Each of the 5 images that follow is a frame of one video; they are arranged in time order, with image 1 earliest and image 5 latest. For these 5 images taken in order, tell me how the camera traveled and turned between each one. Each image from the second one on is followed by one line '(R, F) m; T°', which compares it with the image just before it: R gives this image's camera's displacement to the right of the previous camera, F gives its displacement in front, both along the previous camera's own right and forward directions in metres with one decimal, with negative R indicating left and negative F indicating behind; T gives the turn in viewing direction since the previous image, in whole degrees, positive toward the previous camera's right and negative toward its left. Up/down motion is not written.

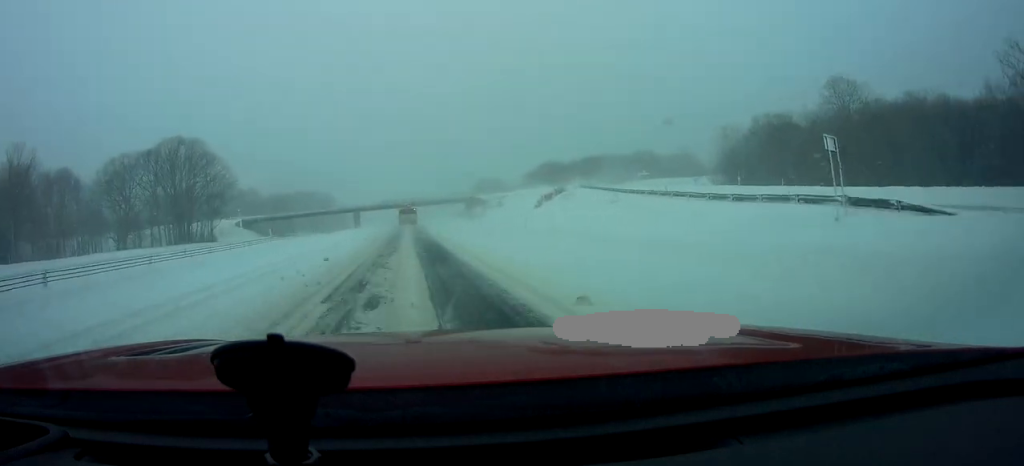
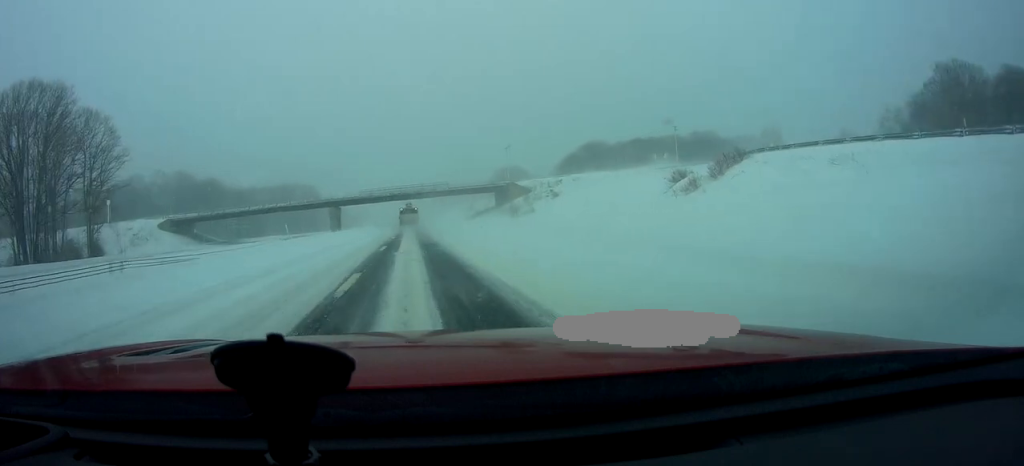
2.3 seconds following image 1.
(+0.2, +56.3) m; 0°
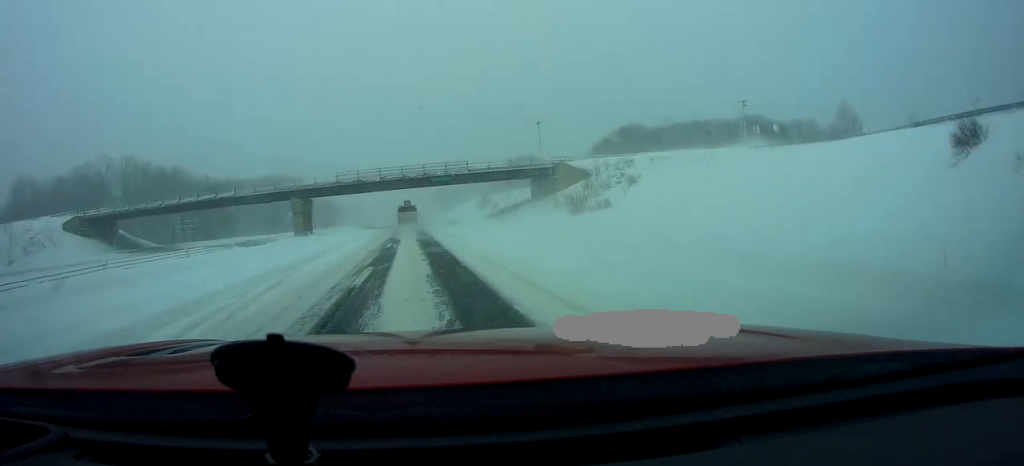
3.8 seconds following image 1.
(-0.3, +35.6) m; 0°
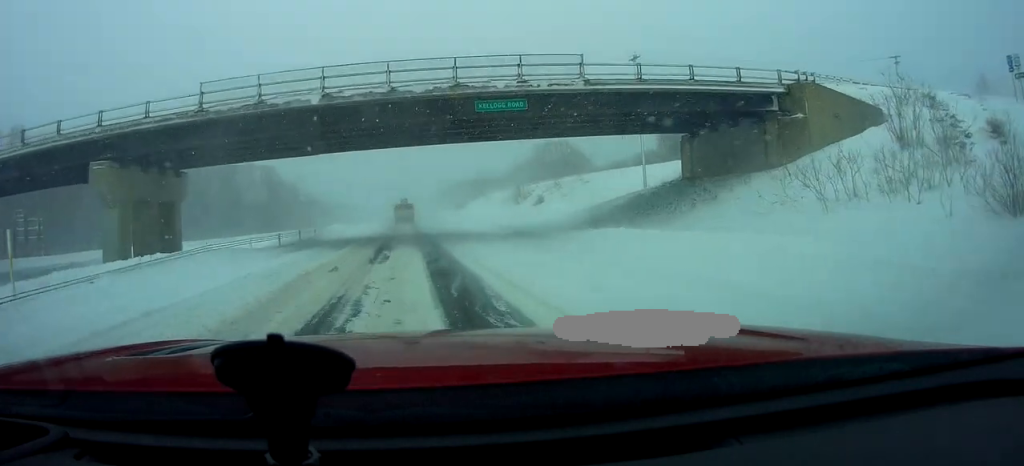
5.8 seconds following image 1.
(+0.4, +49.2) m; -1°
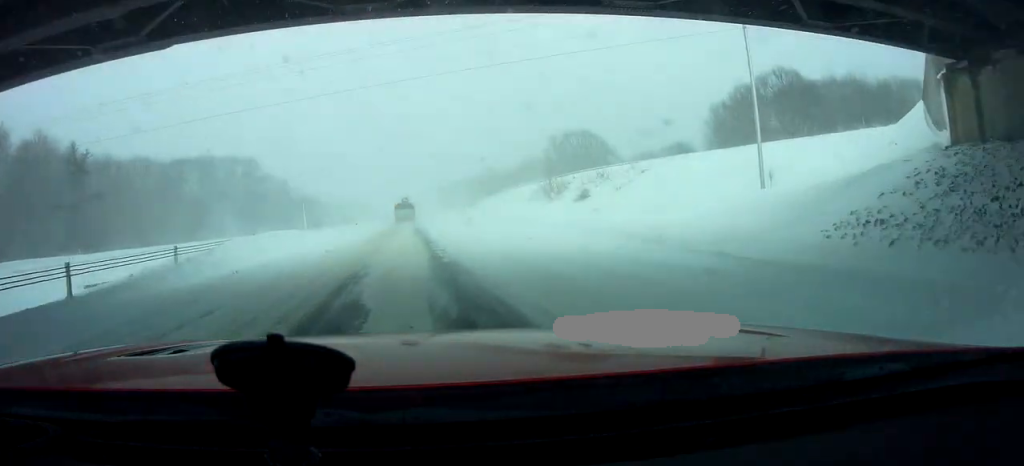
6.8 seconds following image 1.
(-0.3, +23.1) m; -1°
